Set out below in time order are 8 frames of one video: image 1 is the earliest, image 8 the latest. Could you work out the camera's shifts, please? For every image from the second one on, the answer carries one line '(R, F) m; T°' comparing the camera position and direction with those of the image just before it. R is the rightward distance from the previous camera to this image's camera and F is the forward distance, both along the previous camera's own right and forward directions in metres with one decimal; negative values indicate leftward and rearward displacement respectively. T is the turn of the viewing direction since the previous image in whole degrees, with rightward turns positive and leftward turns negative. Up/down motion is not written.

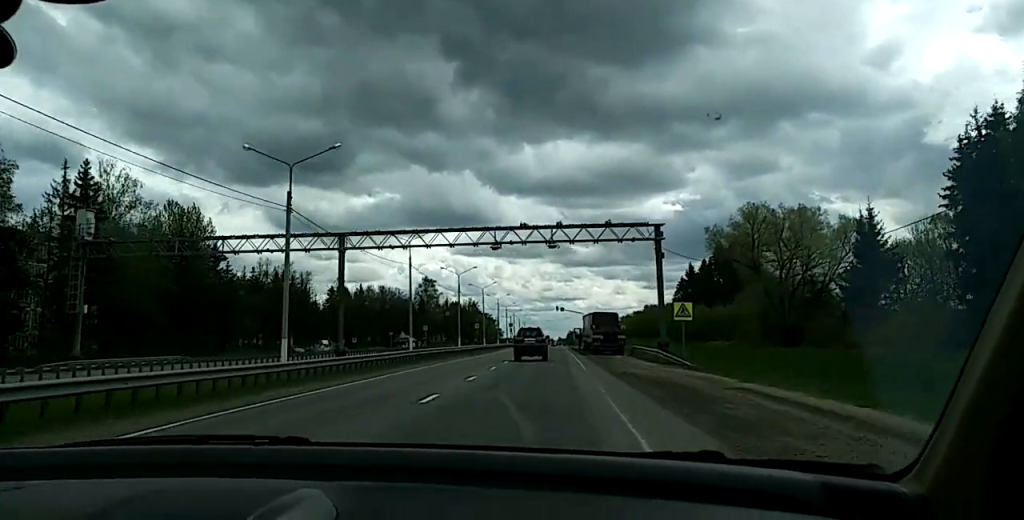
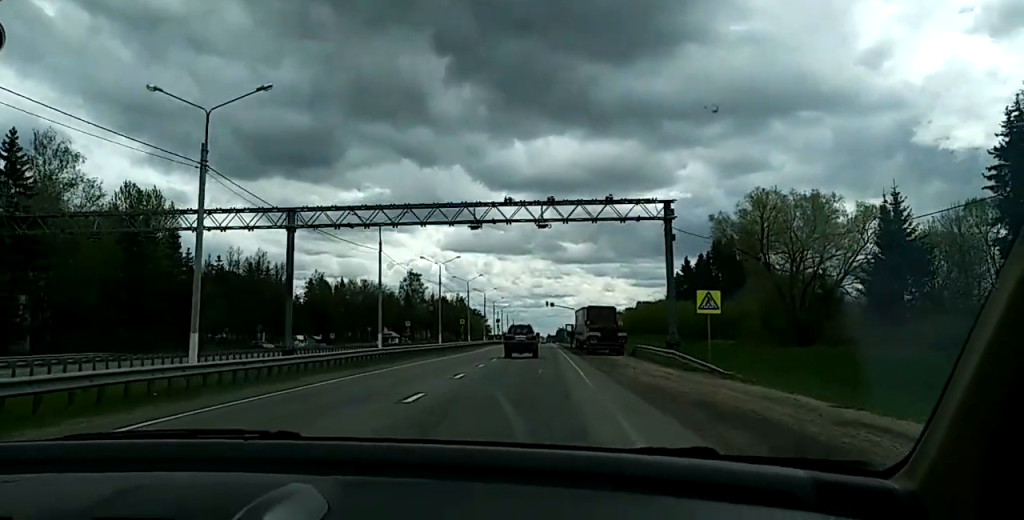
(-0.1, +8.8) m; 0°
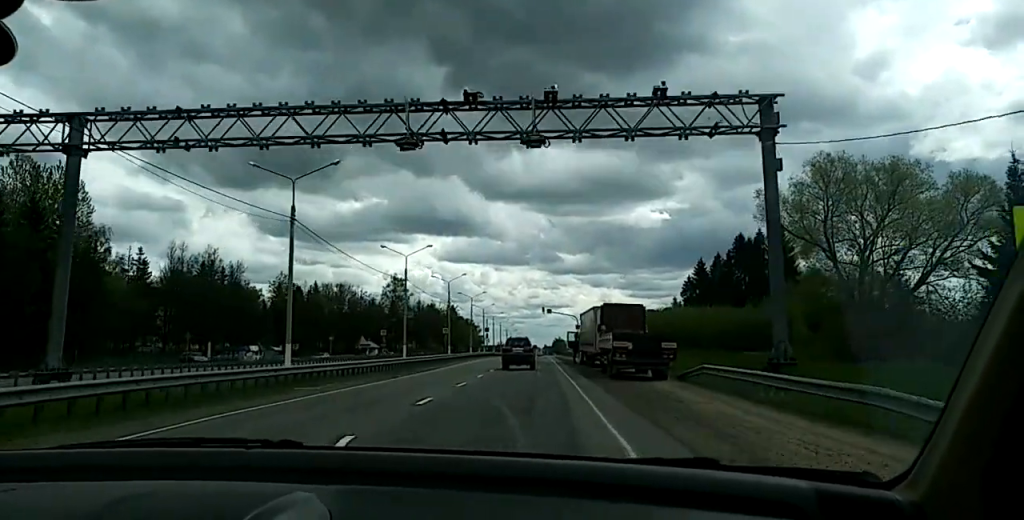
(+0.4, +21.8) m; +1°
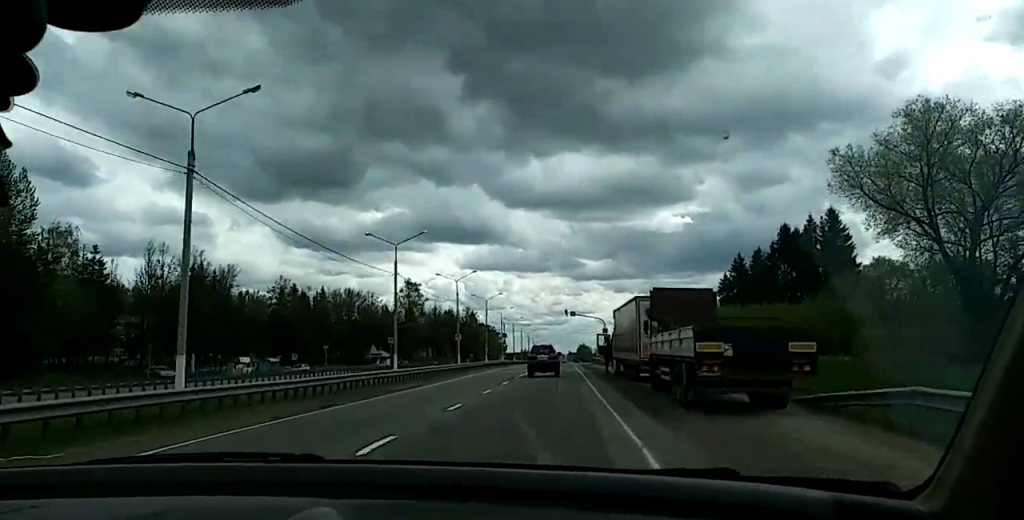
(0.0, +14.4) m; 0°
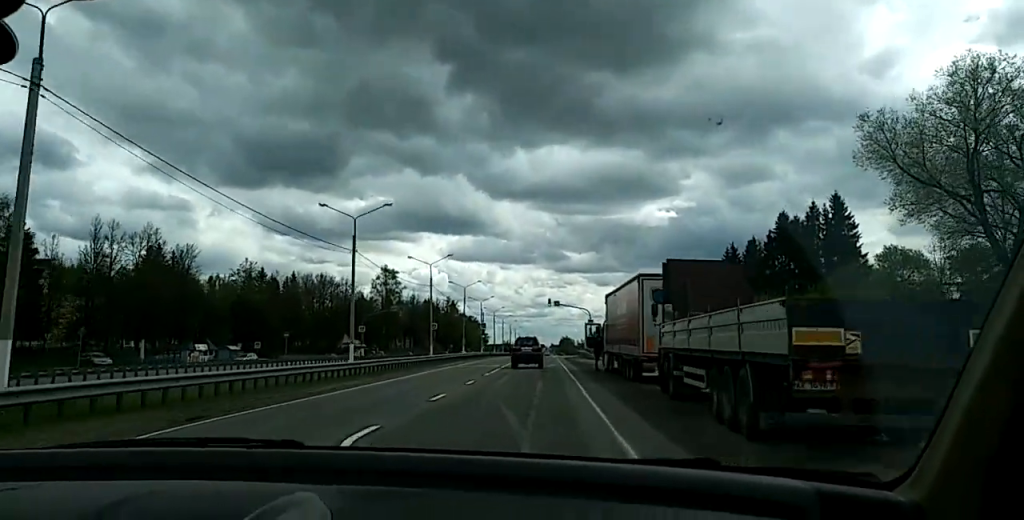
(+0.1, +7.8) m; 0°
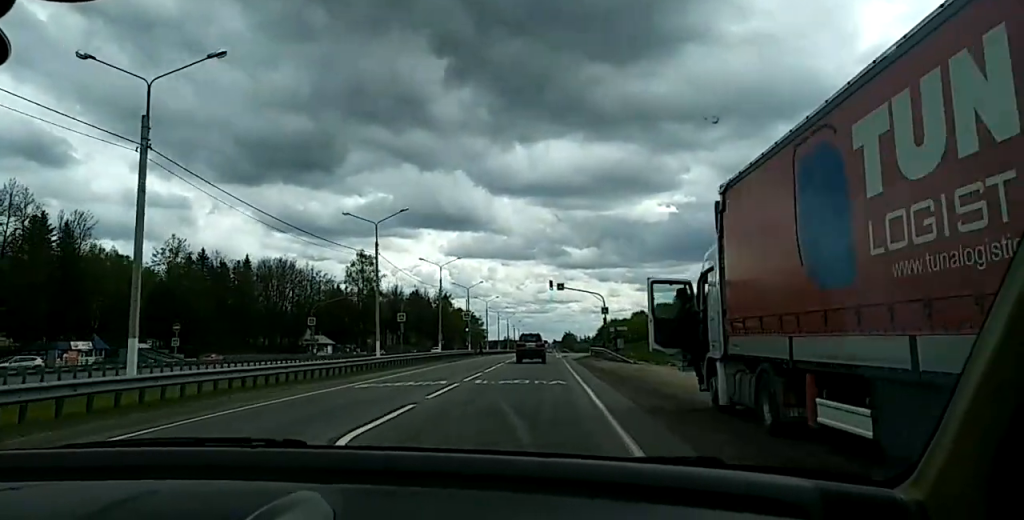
(-0.1, +28.0) m; 0°
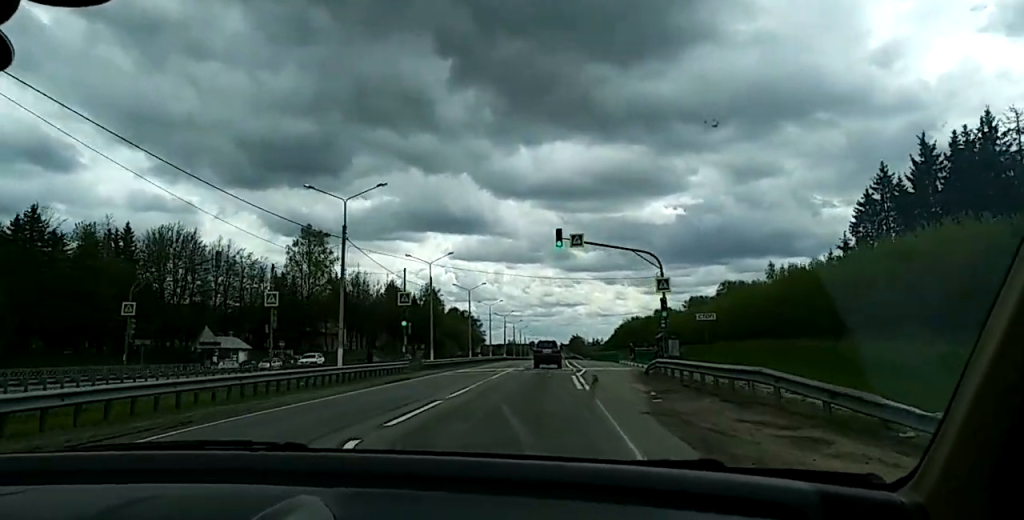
(-0.3, +44.7) m; -1°
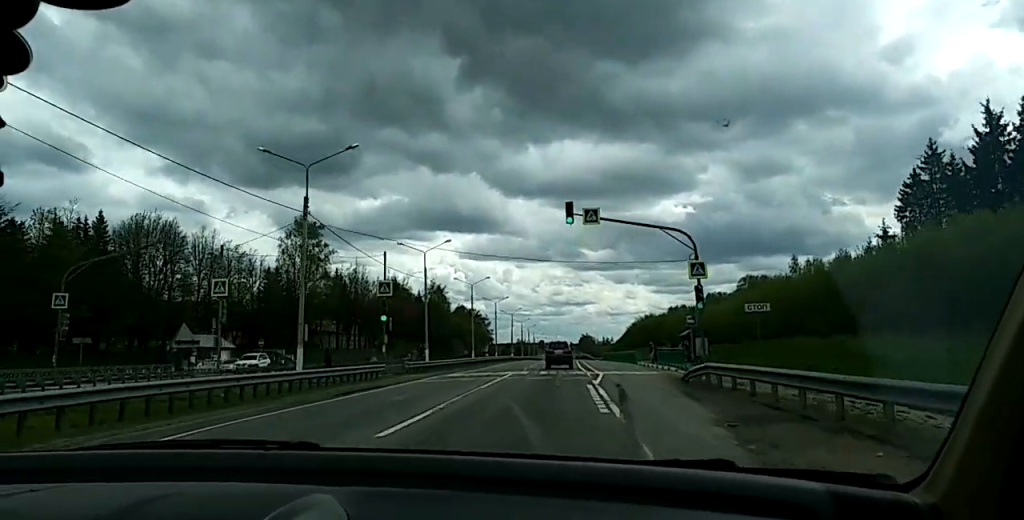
(0.0, +9.1) m; 0°
